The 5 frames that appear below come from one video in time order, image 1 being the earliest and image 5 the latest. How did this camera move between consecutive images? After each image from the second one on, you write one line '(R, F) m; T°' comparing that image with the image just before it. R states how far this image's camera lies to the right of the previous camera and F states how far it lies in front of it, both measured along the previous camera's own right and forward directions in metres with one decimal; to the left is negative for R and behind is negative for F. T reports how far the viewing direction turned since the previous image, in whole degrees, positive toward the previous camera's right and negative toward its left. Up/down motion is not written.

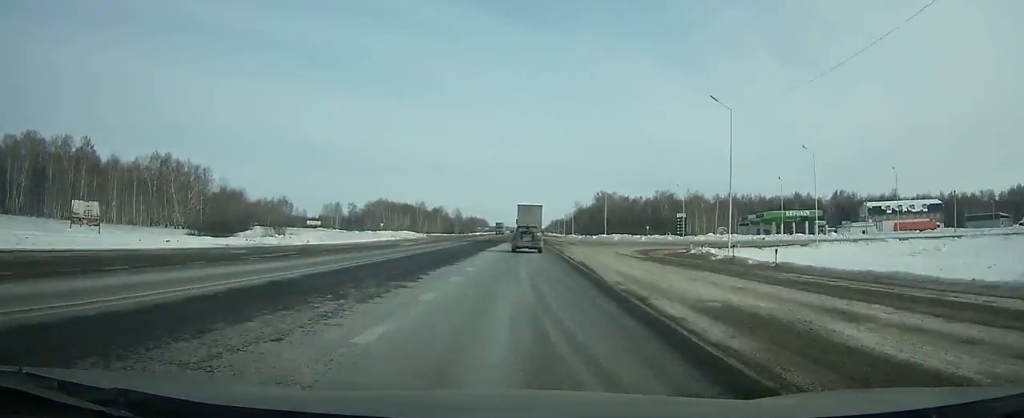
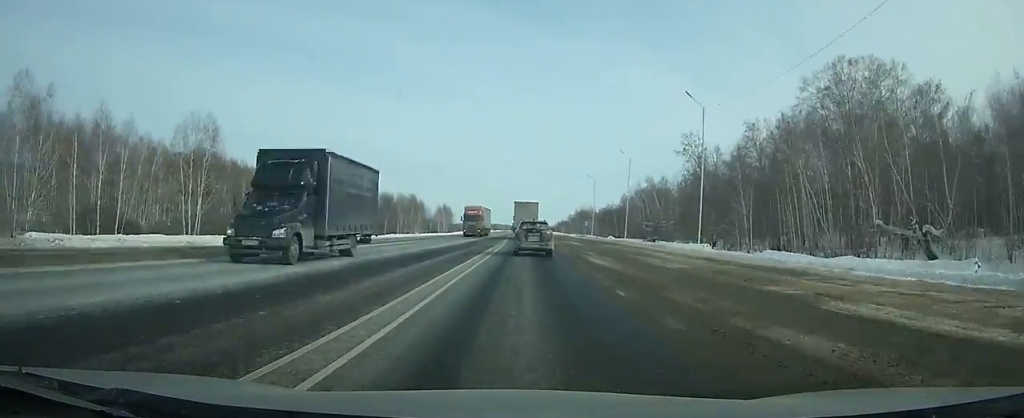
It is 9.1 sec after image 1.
(-0.5, +226.5) m; 0°
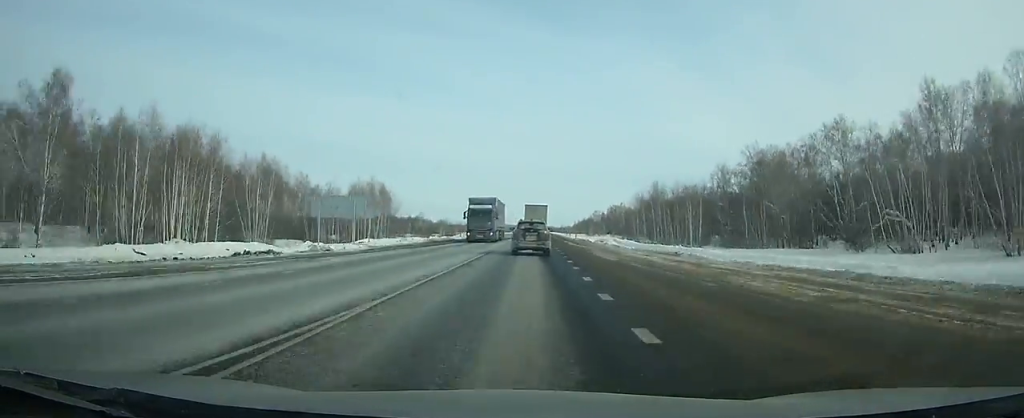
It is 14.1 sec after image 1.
(-0.6, +119.2) m; -1°
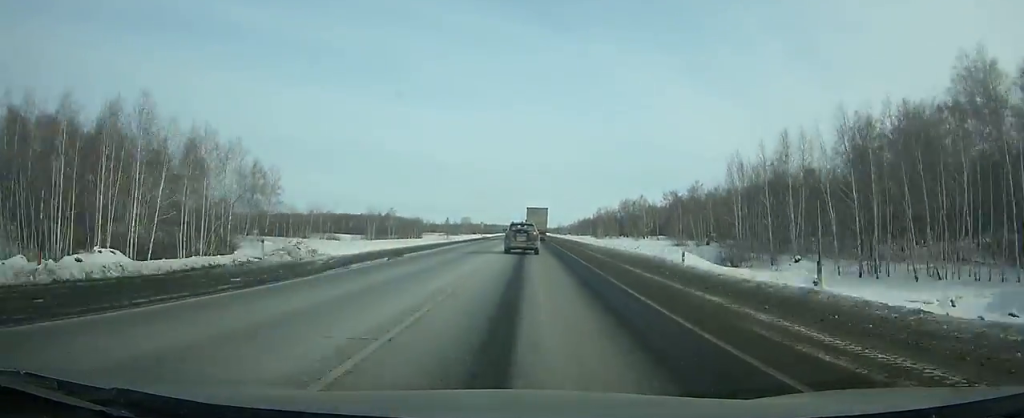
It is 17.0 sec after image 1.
(-0.2, +69.0) m; 0°
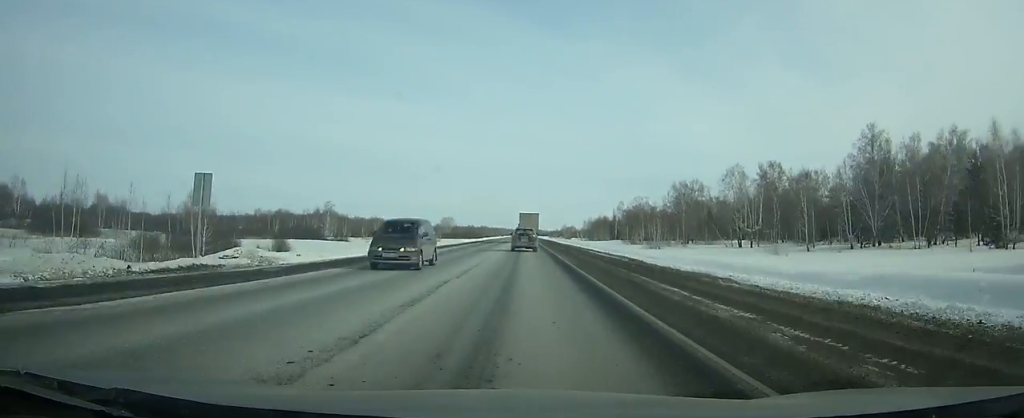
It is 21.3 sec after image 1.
(+0.9, +105.8) m; 0°
